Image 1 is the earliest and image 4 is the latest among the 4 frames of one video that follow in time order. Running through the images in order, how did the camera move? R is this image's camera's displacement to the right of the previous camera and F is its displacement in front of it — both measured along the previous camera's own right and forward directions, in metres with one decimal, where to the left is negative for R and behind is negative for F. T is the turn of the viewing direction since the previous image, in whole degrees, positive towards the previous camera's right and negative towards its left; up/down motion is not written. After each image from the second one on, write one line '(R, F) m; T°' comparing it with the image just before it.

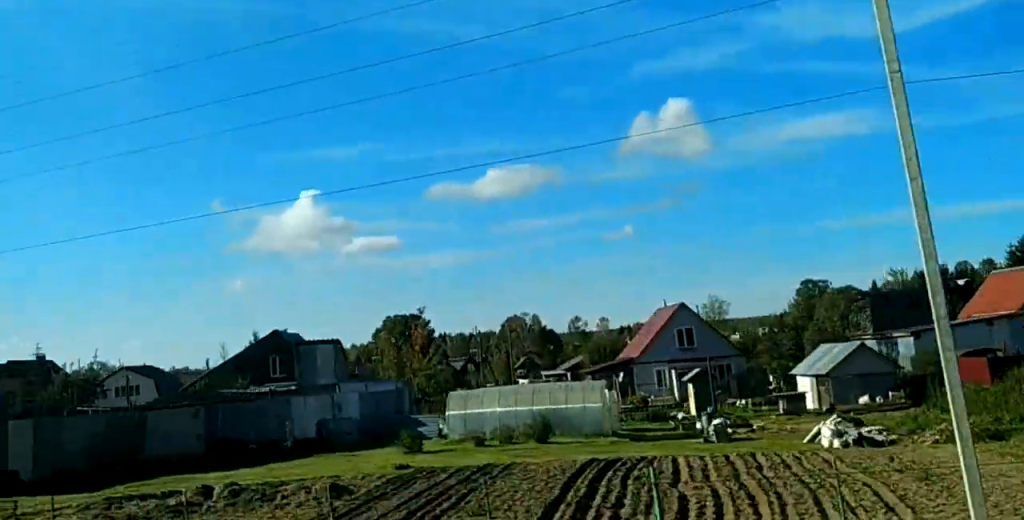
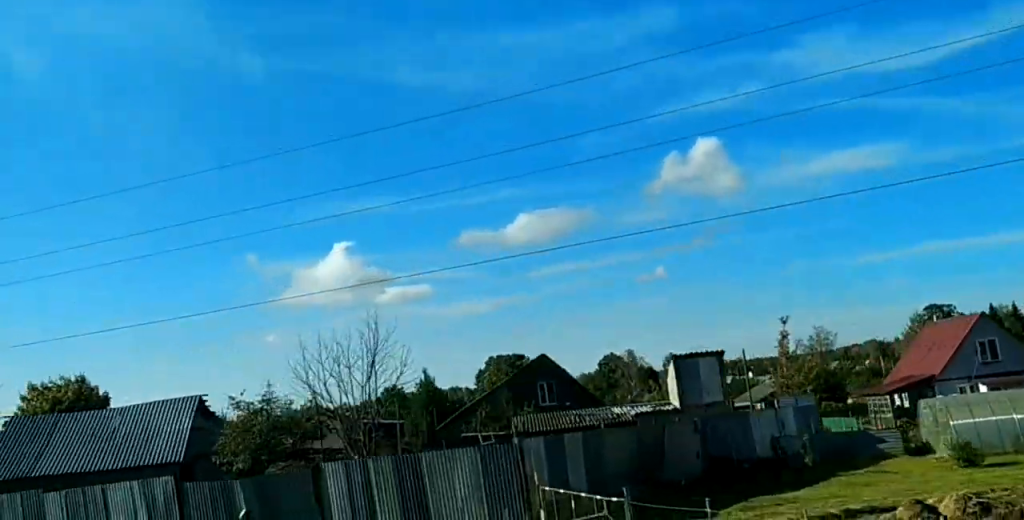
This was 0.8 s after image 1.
(-0.3, +17.3) m; -1°
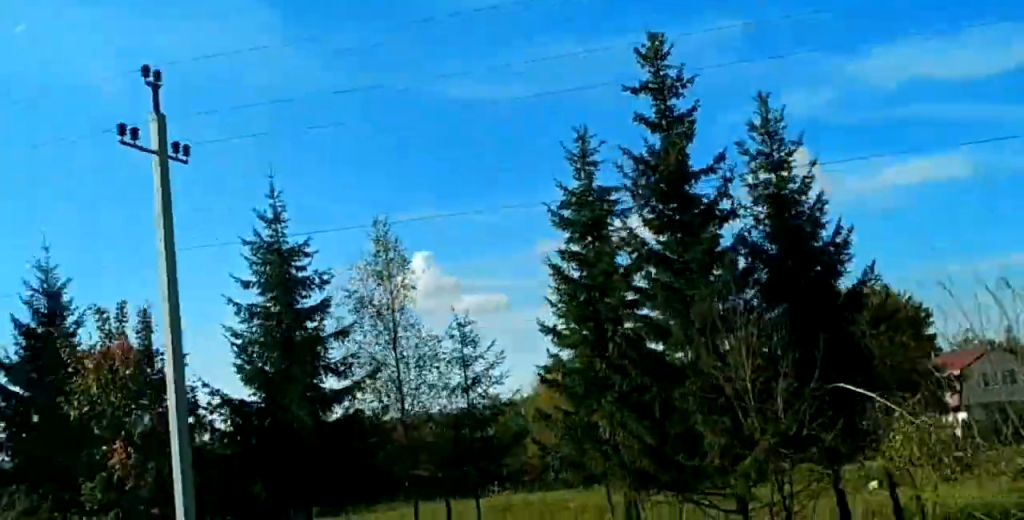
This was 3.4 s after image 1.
(+0.8, +55.4) m; +2°
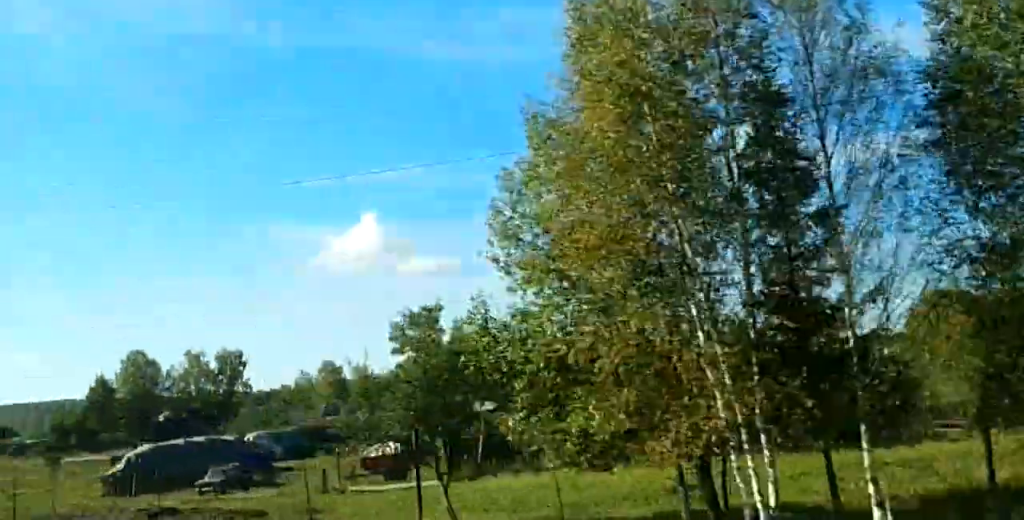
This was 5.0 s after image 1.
(0.0, +31.3) m; +1°
